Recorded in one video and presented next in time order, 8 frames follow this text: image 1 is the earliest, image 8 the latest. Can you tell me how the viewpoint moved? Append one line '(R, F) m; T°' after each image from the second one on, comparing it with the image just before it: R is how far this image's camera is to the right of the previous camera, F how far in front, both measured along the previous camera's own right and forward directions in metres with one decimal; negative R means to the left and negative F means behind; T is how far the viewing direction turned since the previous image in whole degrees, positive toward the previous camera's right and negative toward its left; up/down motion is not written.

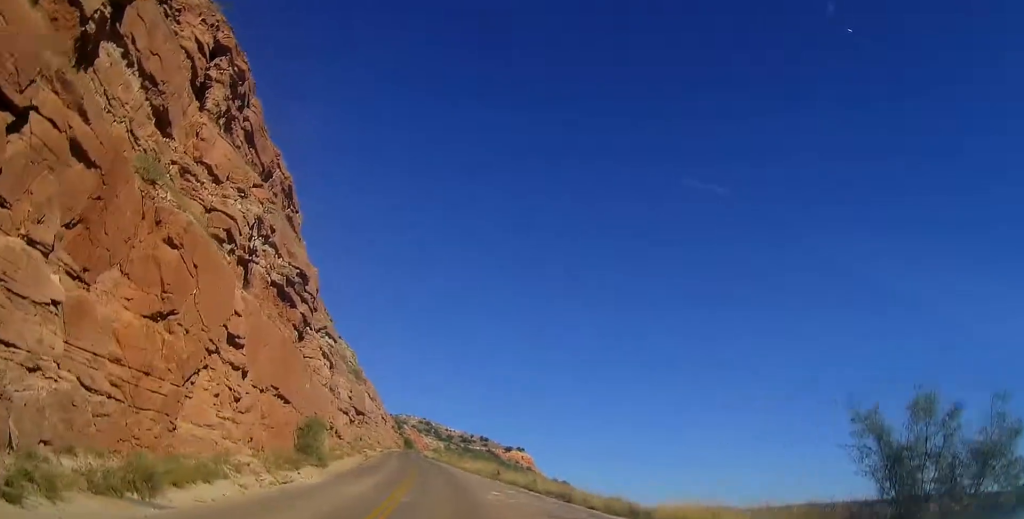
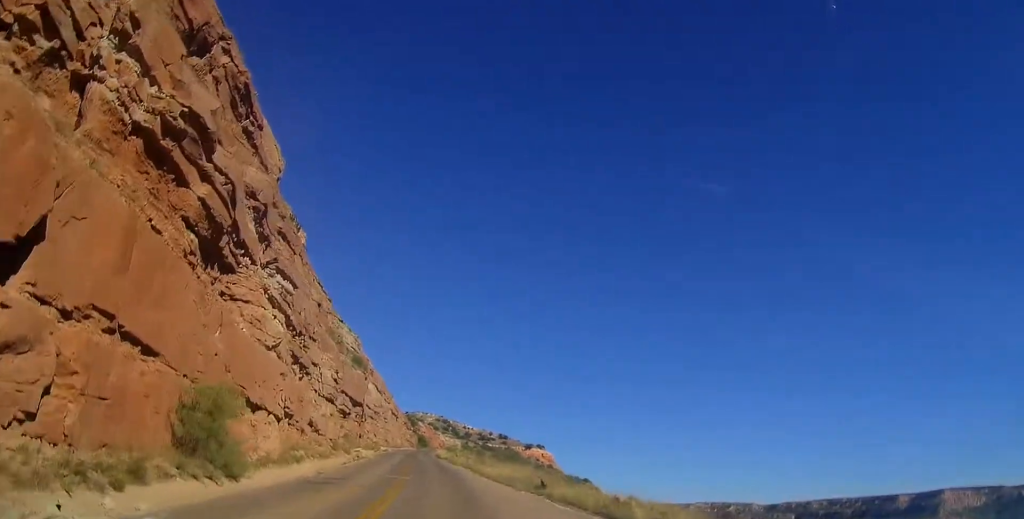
(-0.1, +15.0) m; 0°
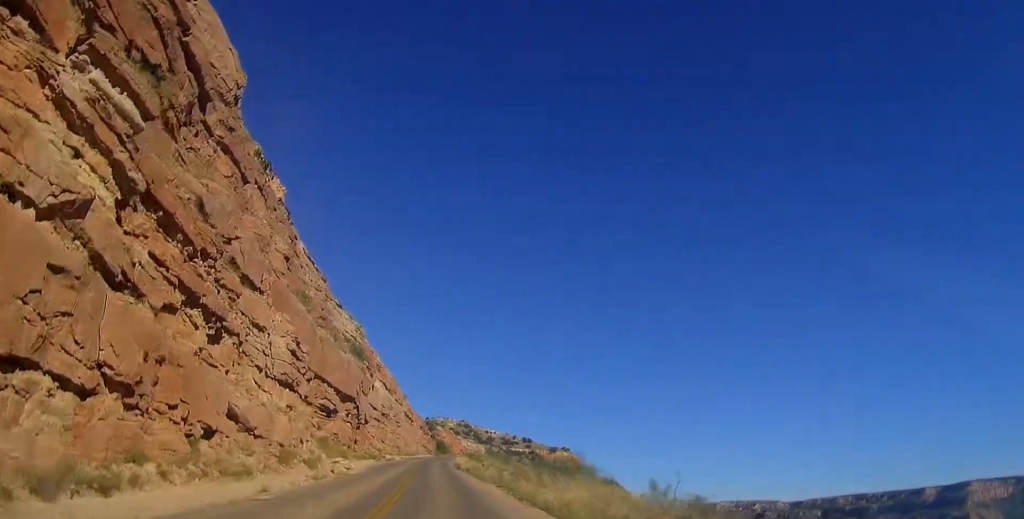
(-0.1, +17.7) m; 0°
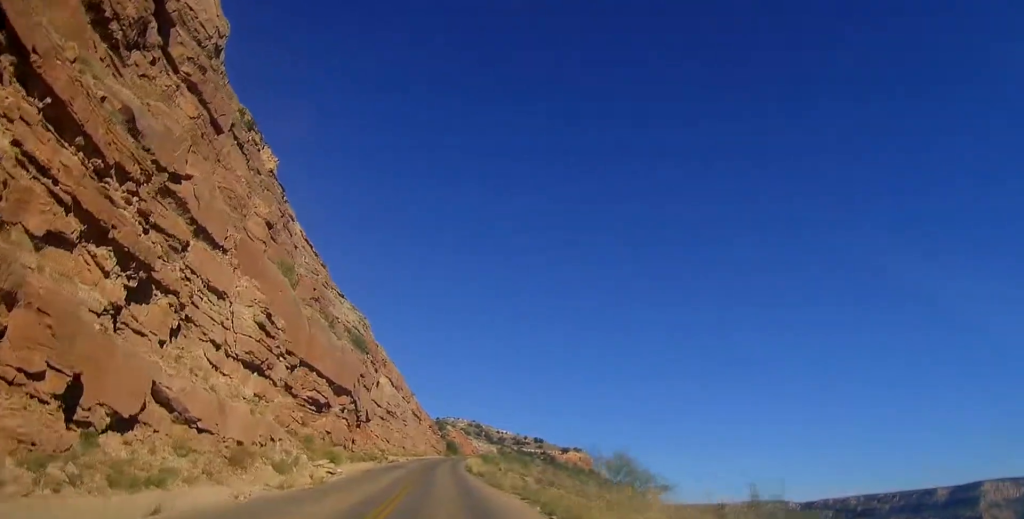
(0.0, +6.7) m; 0°
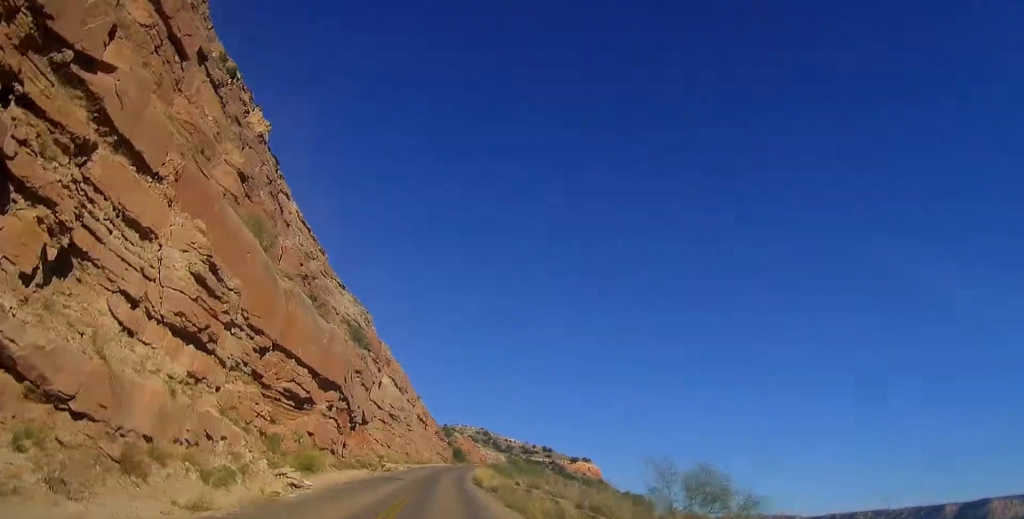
(+0.1, +7.2) m; -1°
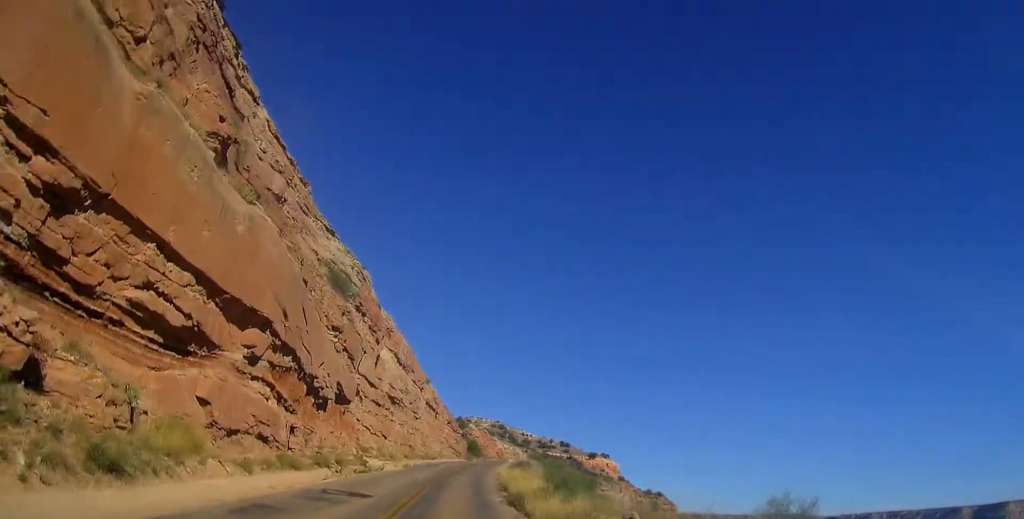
(-0.7, +16.6) m; -4°
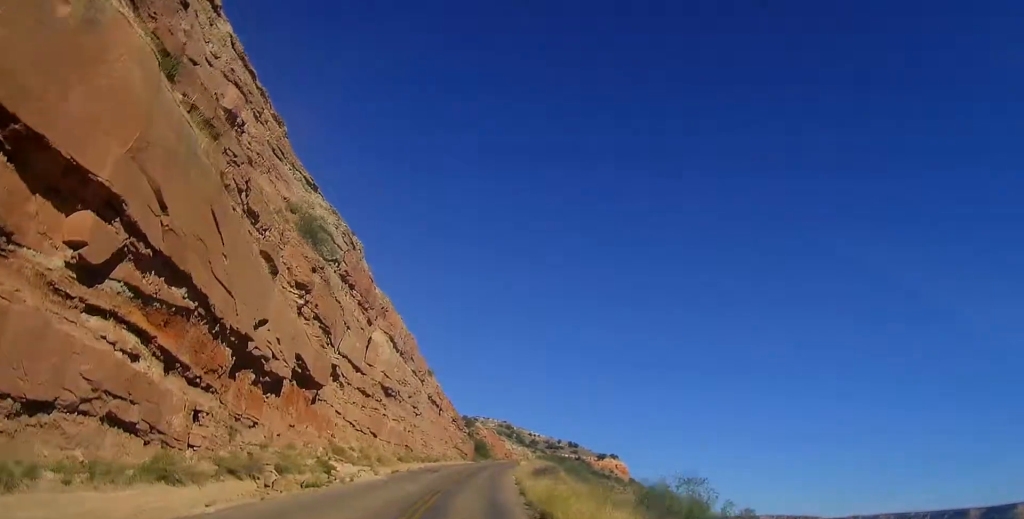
(-0.1, +10.9) m; 0°
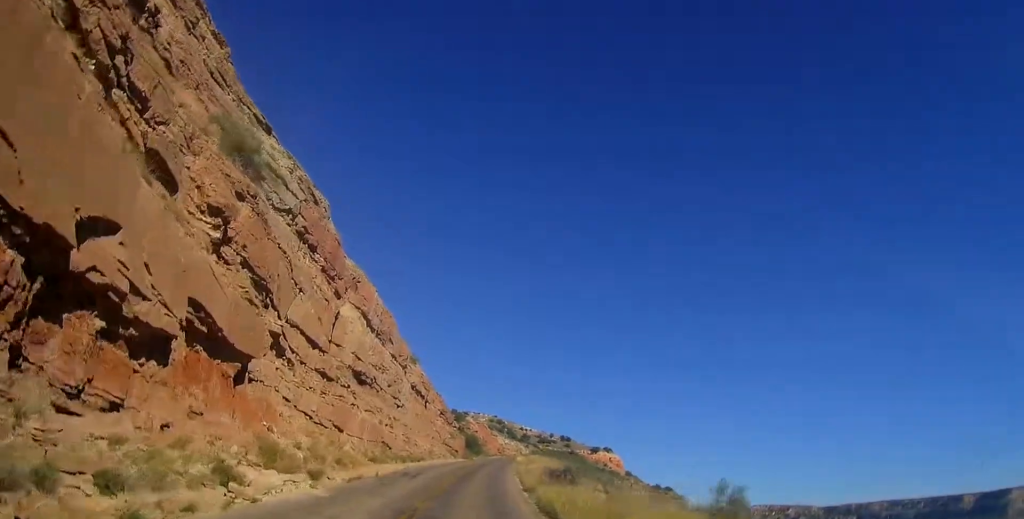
(0.0, +9.6) m; +2°
